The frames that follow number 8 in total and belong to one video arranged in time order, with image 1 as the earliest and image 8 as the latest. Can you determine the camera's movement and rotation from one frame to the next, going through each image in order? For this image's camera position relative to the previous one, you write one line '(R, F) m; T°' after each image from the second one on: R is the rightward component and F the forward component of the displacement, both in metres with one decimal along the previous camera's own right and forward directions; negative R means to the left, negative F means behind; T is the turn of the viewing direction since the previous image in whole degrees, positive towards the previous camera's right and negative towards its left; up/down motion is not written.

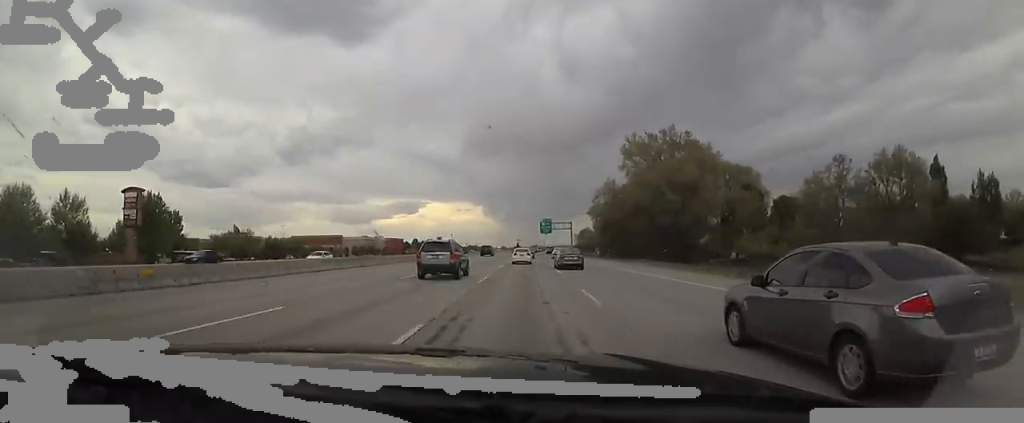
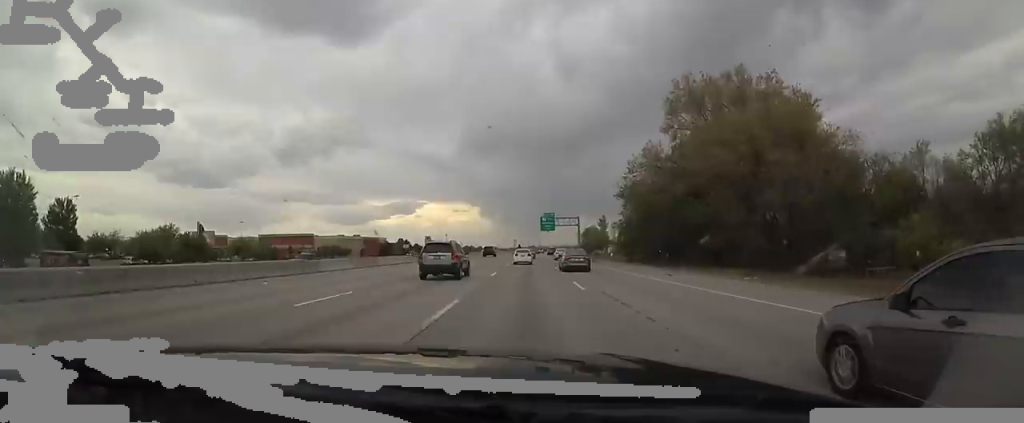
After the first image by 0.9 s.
(+0.5, +25.9) m; +2°
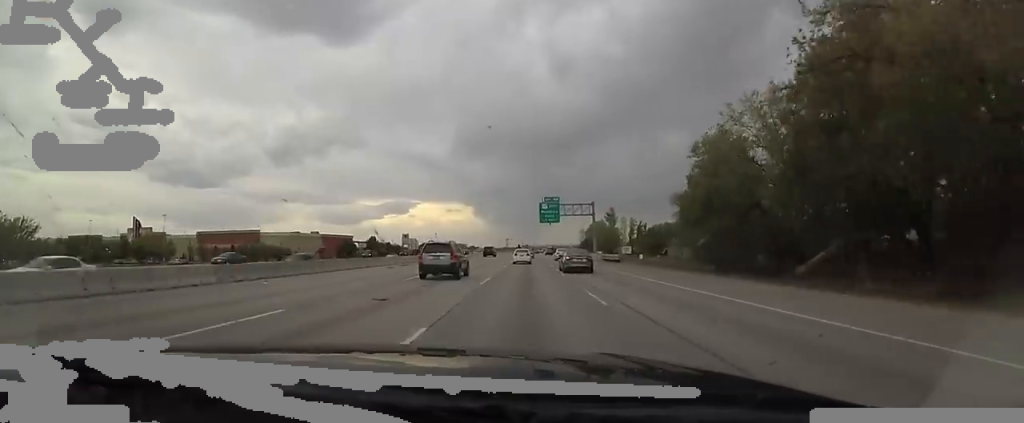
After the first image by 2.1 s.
(+0.8, +34.4) m; +1°
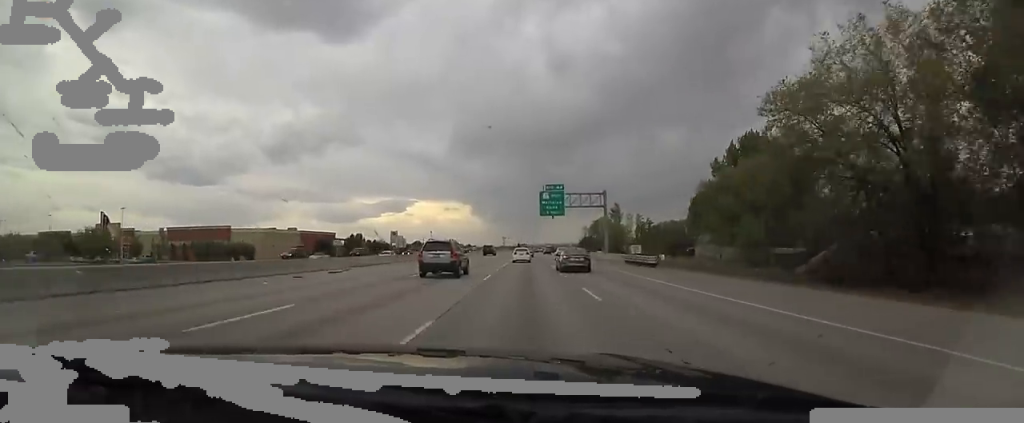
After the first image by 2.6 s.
(-0.2, +14.2) m; 0°
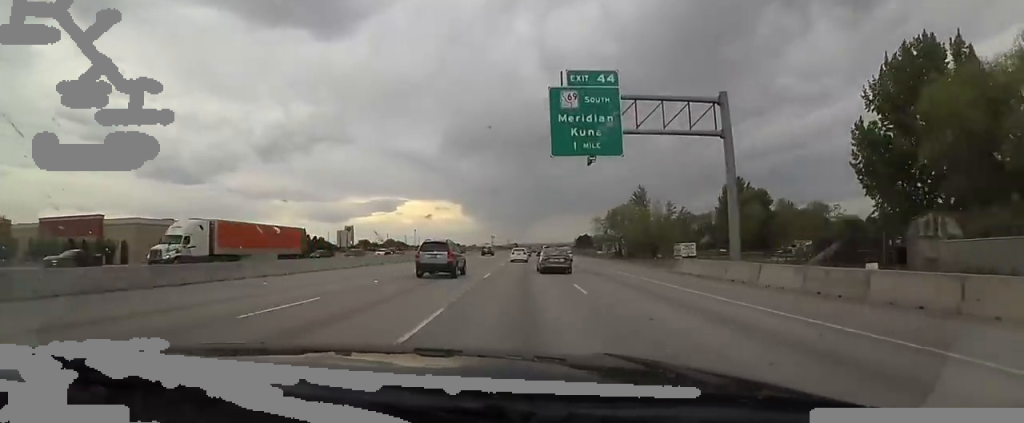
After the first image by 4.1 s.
(0.0, +43.2) m; +1°
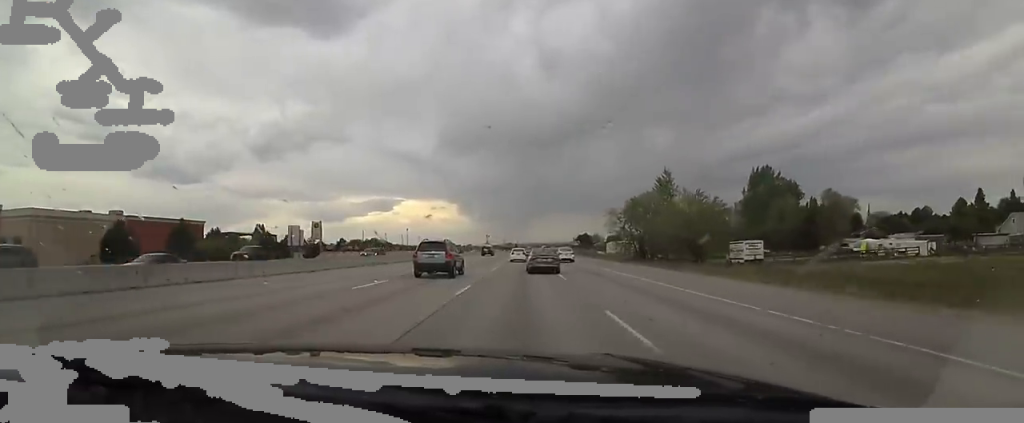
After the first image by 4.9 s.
(+0.2, +23.8) m; 0°
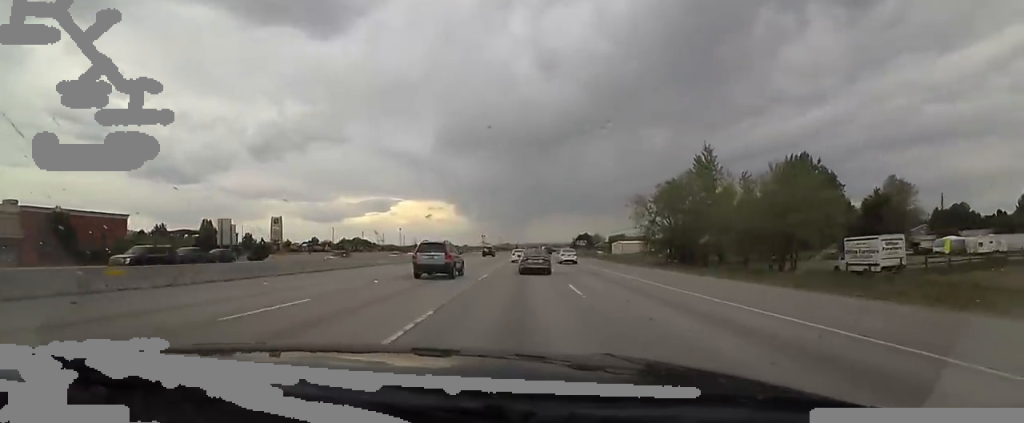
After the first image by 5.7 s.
(-0.2, +22.6) m; +1°
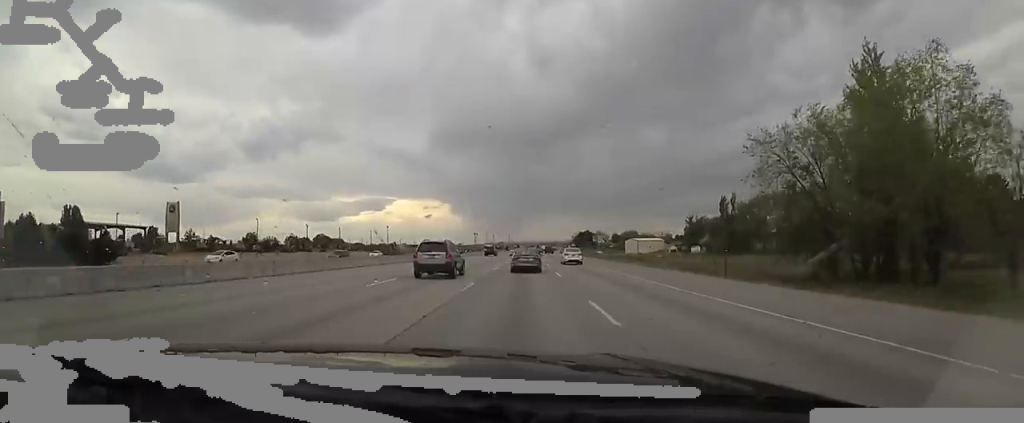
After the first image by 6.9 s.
(+1.3, +37.2) m; +1°
